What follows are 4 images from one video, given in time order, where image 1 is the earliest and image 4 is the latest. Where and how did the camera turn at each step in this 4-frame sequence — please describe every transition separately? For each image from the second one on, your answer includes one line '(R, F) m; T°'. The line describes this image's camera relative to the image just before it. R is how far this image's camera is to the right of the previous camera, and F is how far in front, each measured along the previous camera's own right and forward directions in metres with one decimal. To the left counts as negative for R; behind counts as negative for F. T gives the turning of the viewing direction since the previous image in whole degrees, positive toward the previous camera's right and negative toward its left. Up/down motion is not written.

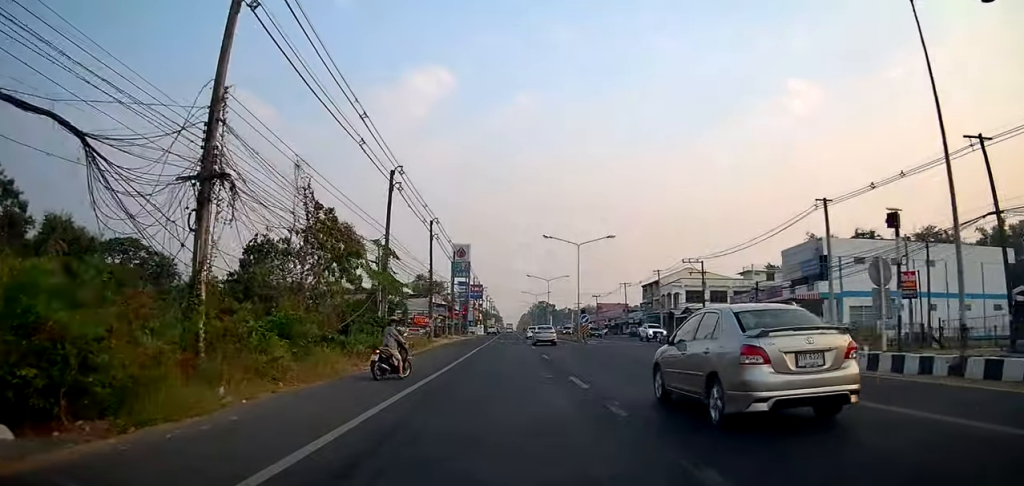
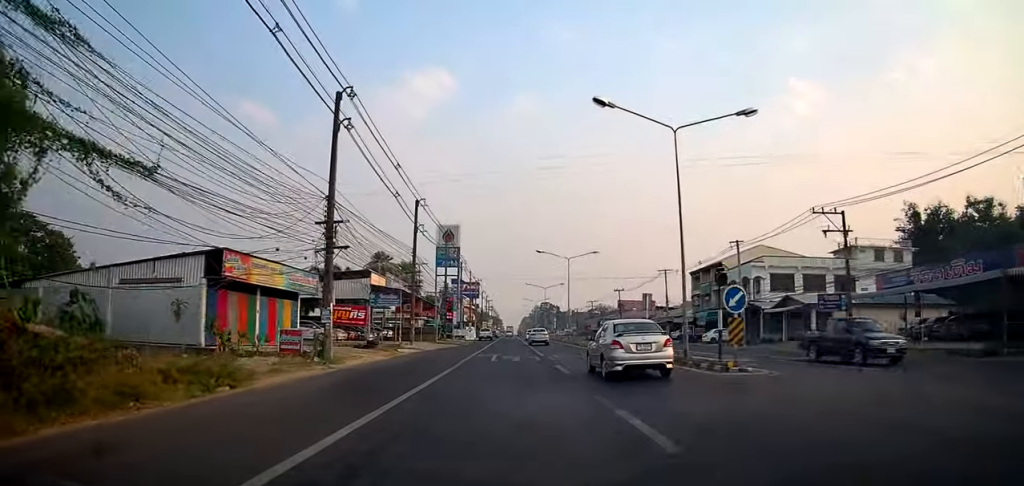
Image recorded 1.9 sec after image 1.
(0.0, +30.2) m; 0°
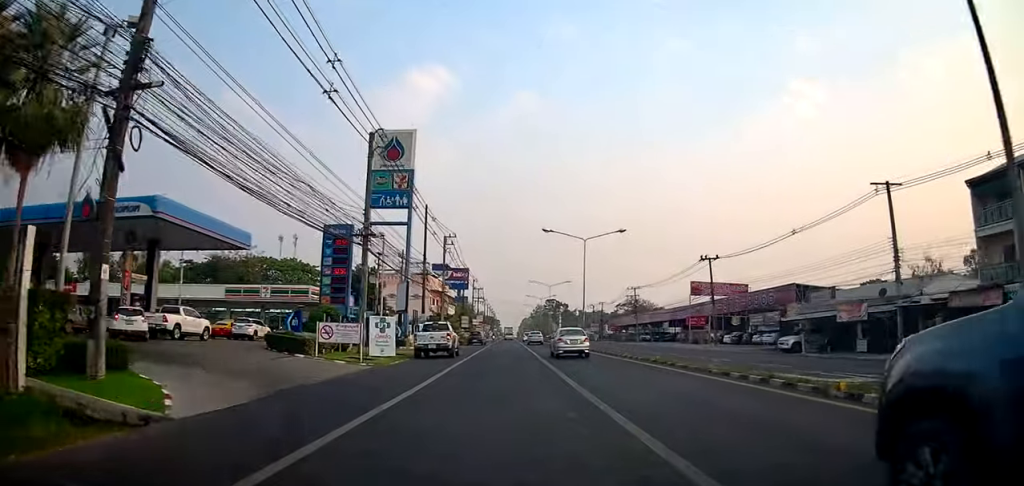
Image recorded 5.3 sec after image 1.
(0.0, +54.1) m; 0°
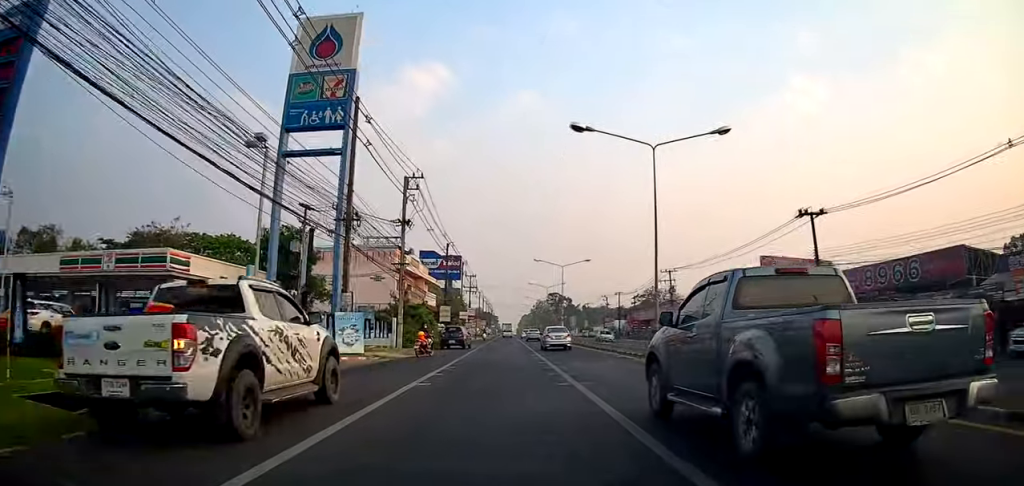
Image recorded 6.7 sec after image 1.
(0.0, +22.9) m; 0°
